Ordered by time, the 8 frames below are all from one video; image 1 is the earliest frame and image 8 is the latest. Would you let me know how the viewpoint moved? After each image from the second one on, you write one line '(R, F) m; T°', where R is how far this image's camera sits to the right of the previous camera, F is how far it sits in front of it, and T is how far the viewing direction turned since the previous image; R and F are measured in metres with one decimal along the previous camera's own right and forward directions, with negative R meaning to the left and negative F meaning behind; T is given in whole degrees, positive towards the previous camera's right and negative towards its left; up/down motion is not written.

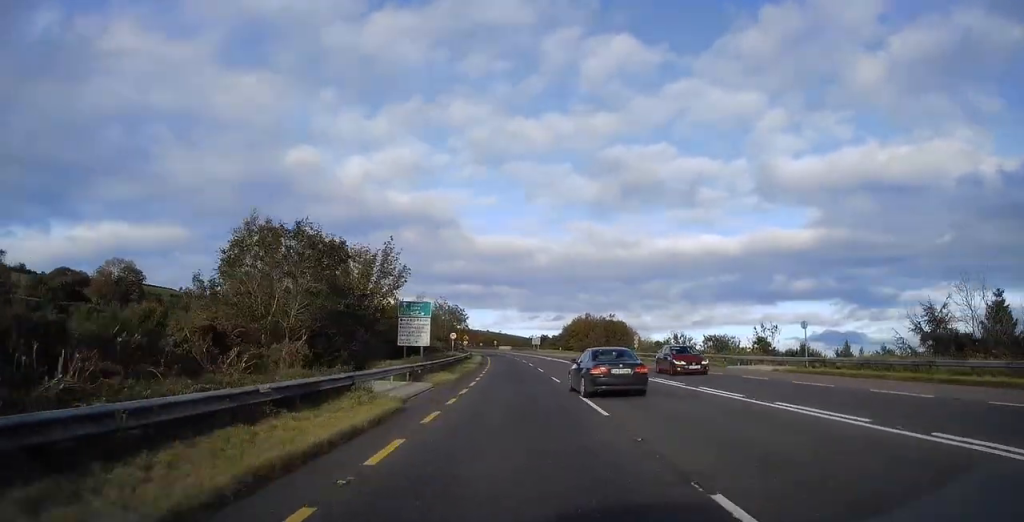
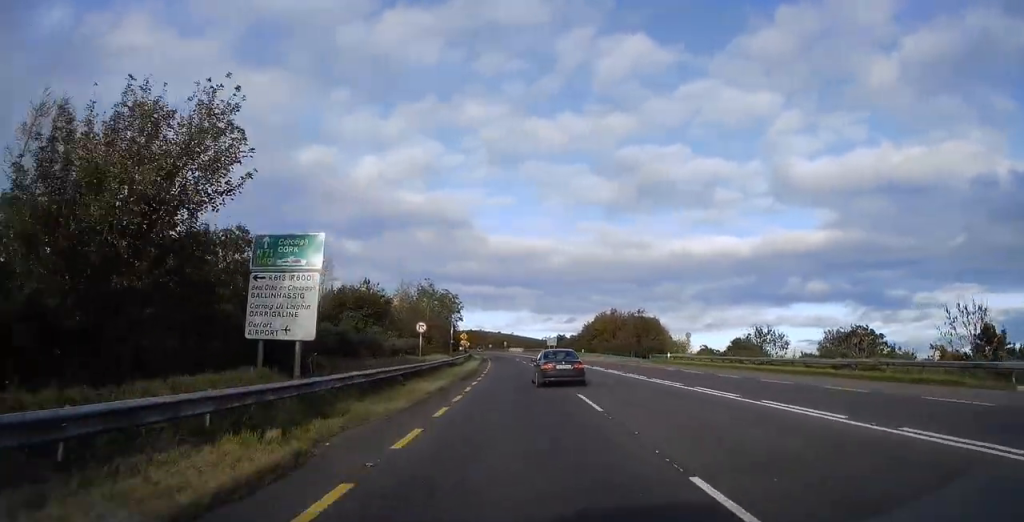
(-0.2, +21.1) m; -1°
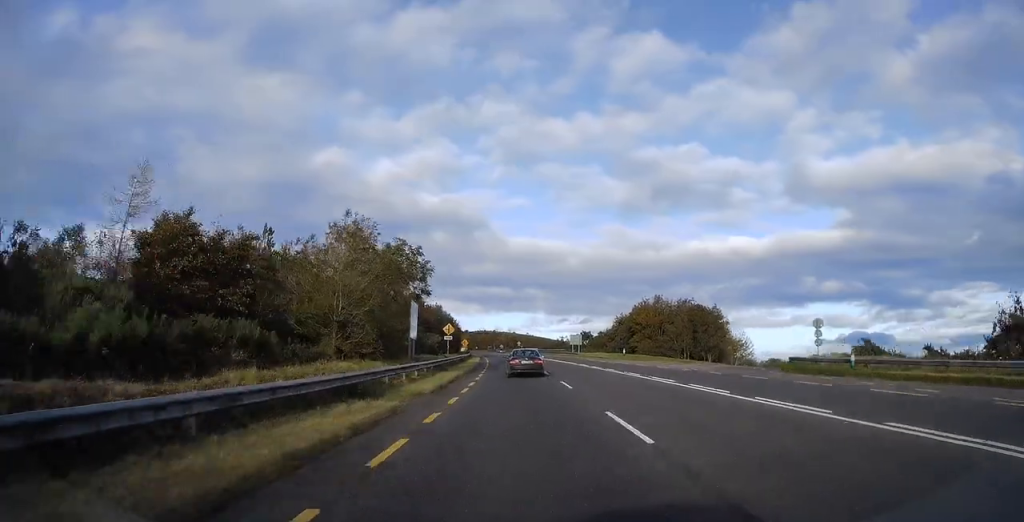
(-0.2, +24.8) m; -1°
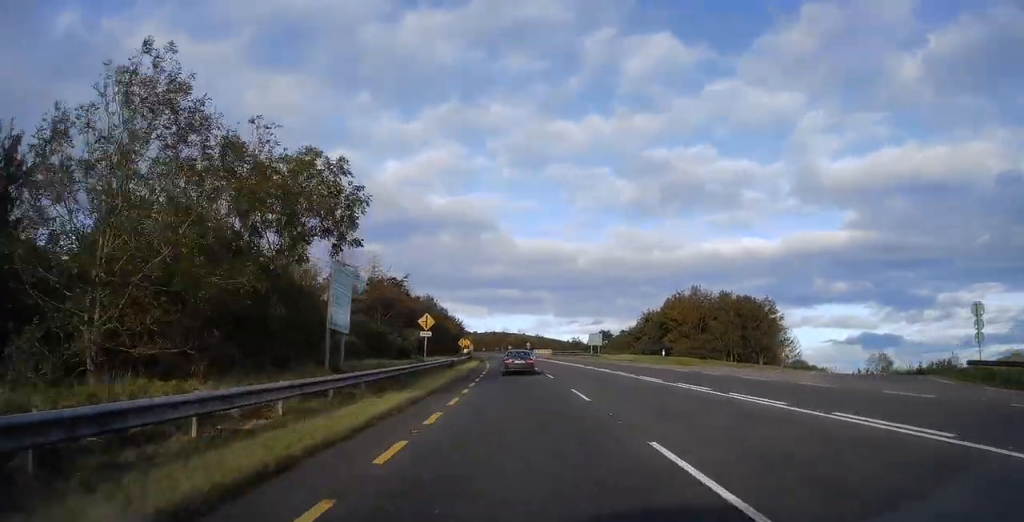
(-0.1, +13.3) m; -1°
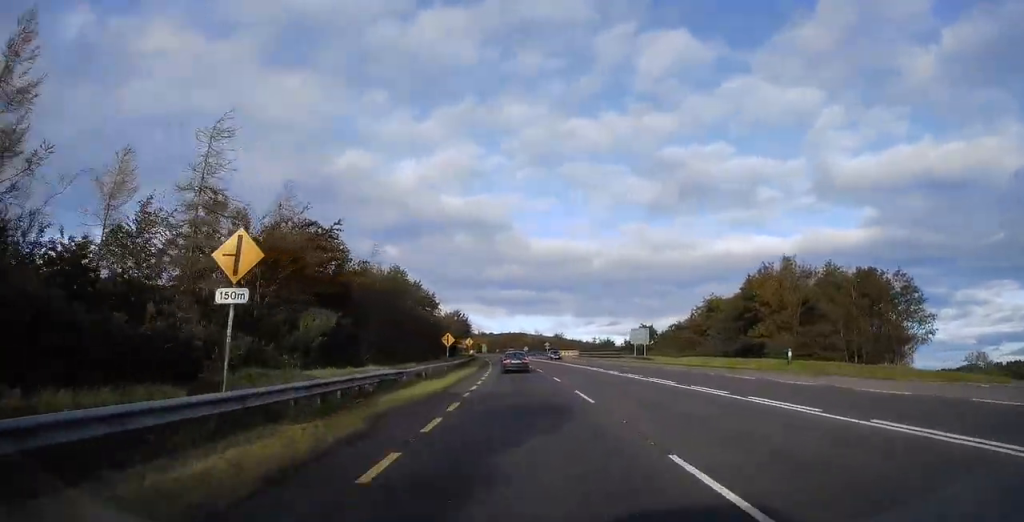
(-0.2, +20.8) m; -2°
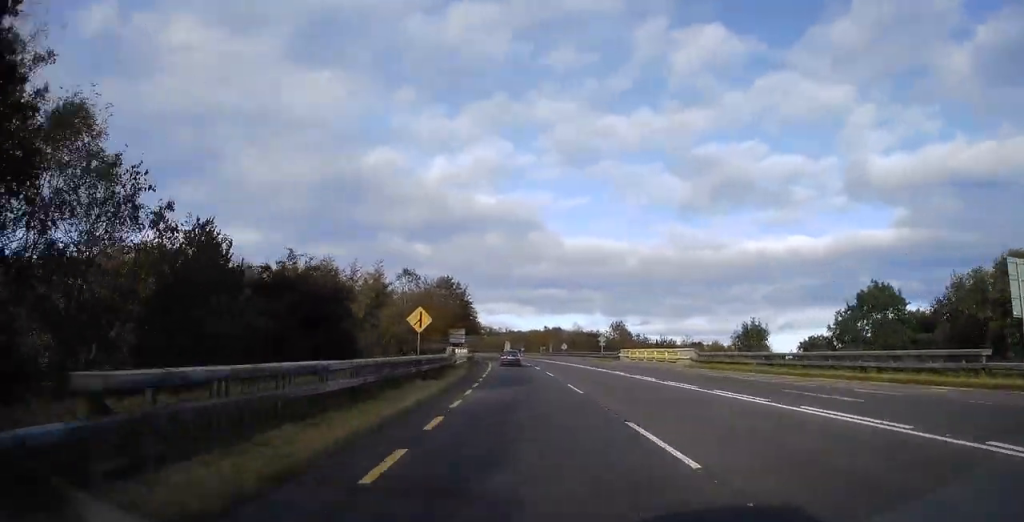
(-1.2, +52.0) m; -2°
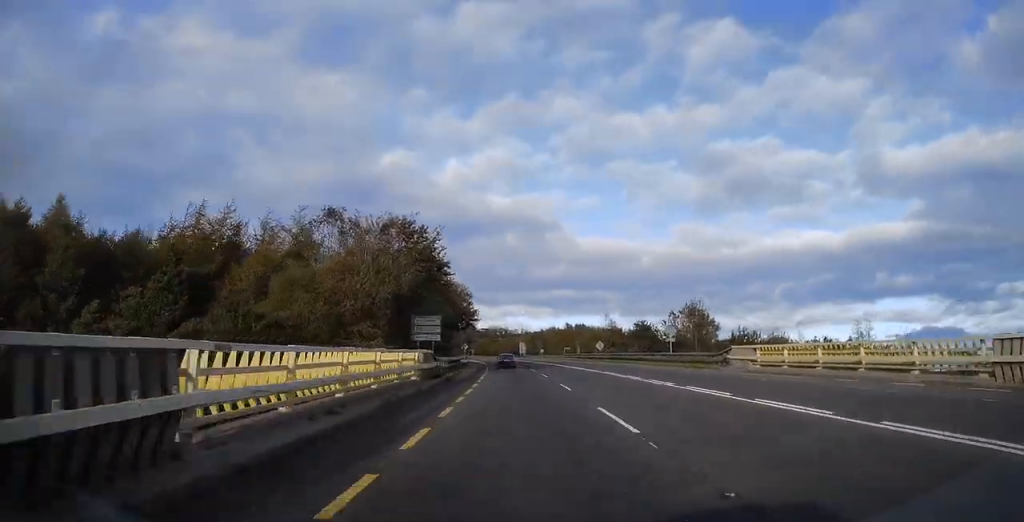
(-0.2, +32.4) m; -1°
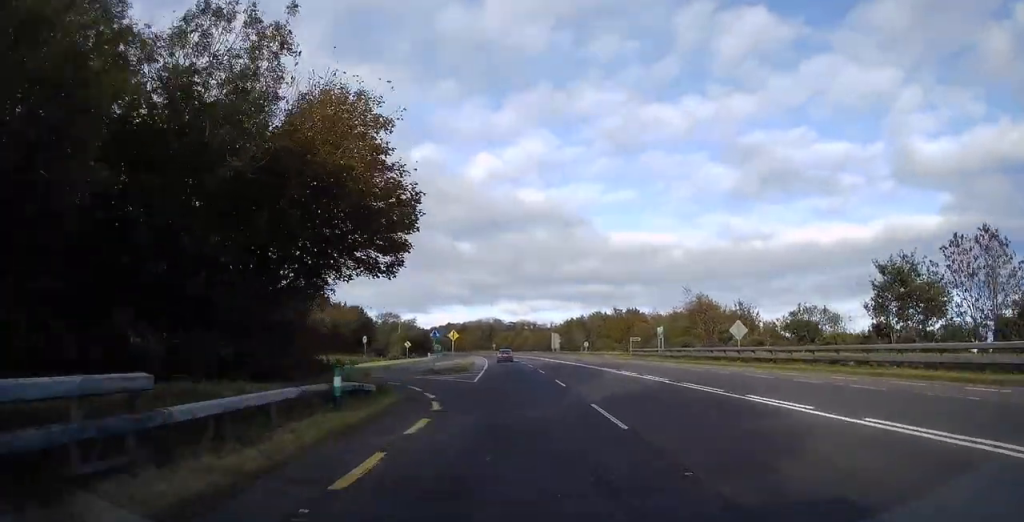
(-1.2, +48.2) m; -3°
